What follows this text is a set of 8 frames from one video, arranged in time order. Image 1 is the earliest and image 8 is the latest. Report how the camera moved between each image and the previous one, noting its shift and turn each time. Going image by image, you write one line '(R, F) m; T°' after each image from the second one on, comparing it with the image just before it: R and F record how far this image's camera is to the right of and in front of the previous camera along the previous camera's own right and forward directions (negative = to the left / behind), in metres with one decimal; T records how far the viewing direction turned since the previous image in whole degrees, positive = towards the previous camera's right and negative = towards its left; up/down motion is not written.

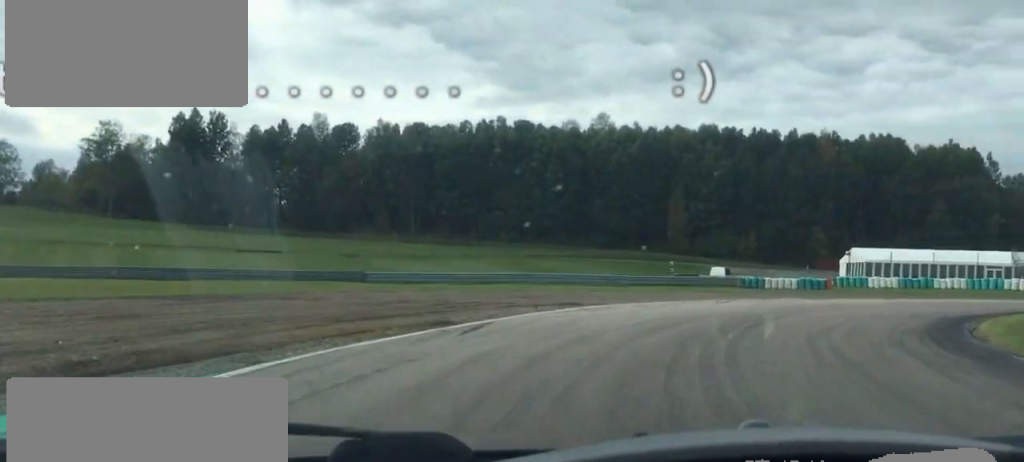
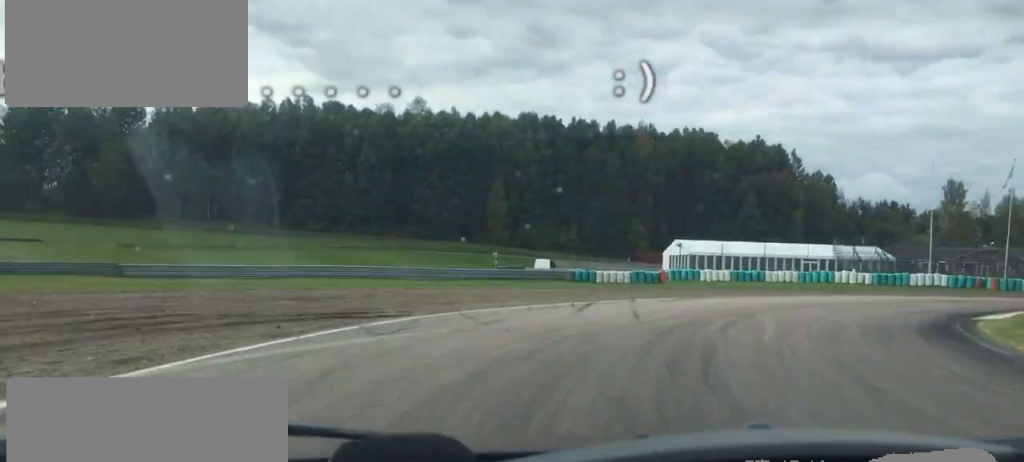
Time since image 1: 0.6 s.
(+1.5, +10.5) m; +10°
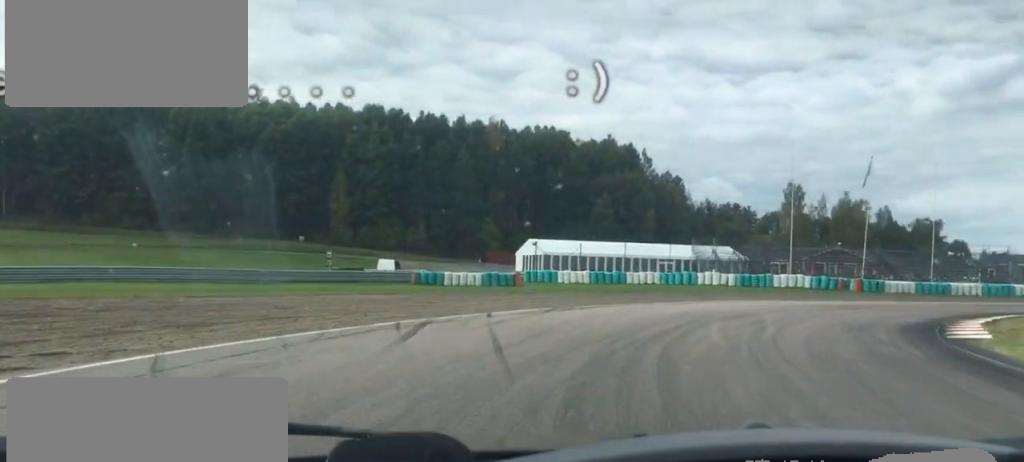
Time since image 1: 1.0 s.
(-0.1, +8.3) m; +8°
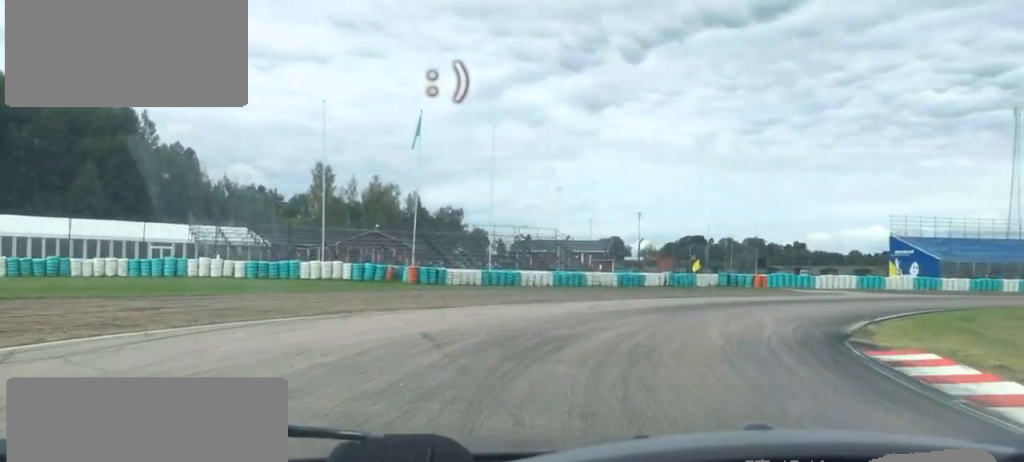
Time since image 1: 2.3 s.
(+6.9, +23.3) m; +34°
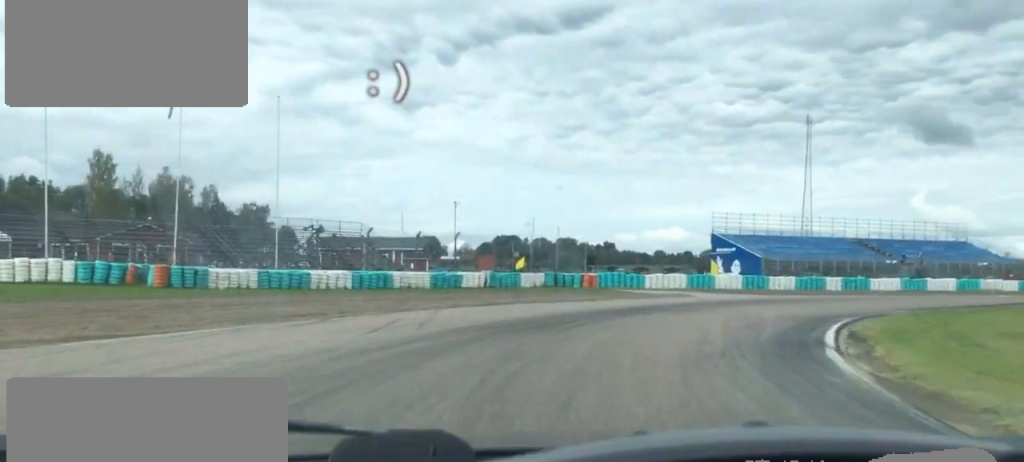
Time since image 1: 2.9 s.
(+0.7, +10.9) m; +17°
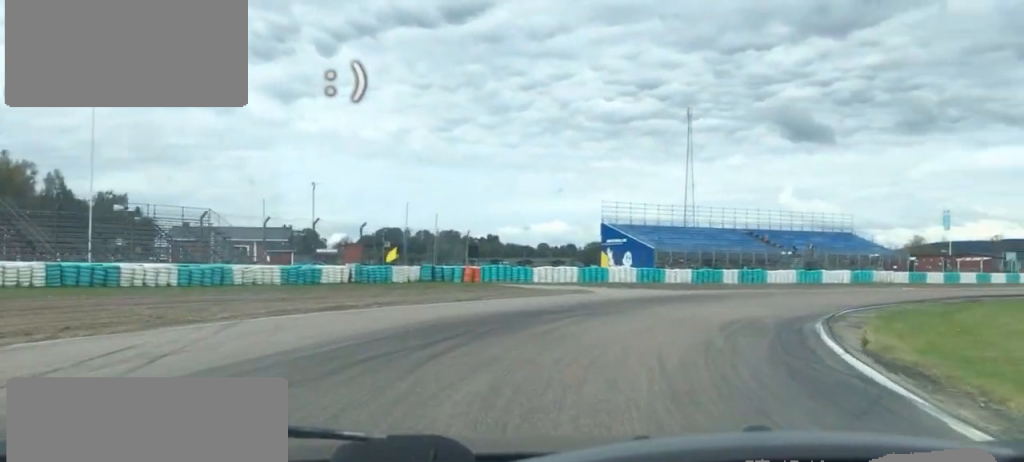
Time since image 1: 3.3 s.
(+1.6, +8.0) m; +8°
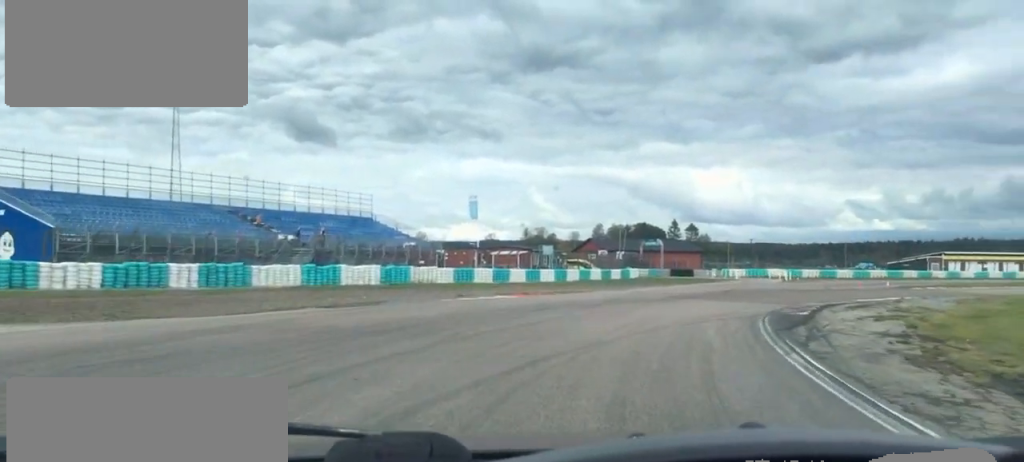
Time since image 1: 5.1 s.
(+9.5, +38.2) m; +25°
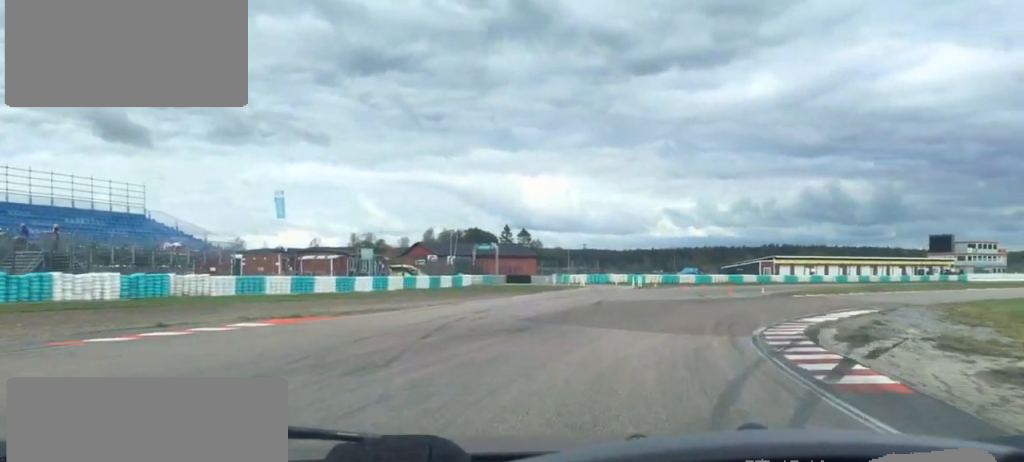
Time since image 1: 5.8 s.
(+1.4, +14.5) m; +10°
